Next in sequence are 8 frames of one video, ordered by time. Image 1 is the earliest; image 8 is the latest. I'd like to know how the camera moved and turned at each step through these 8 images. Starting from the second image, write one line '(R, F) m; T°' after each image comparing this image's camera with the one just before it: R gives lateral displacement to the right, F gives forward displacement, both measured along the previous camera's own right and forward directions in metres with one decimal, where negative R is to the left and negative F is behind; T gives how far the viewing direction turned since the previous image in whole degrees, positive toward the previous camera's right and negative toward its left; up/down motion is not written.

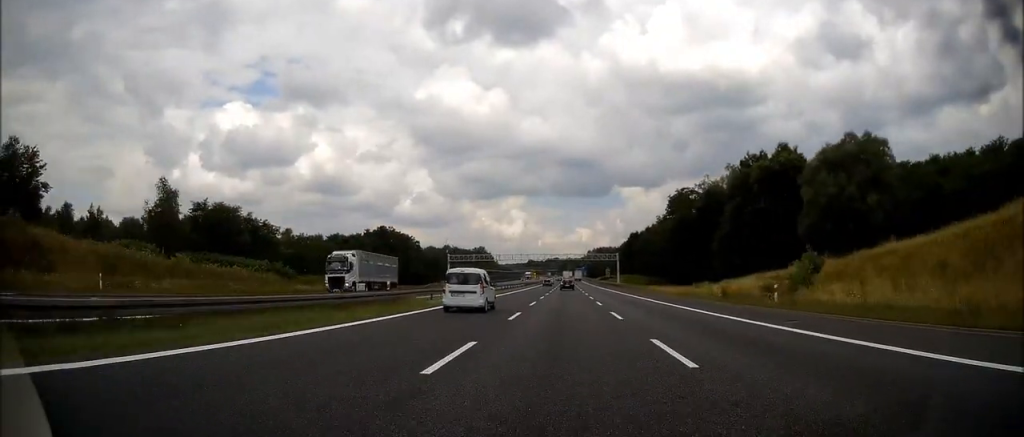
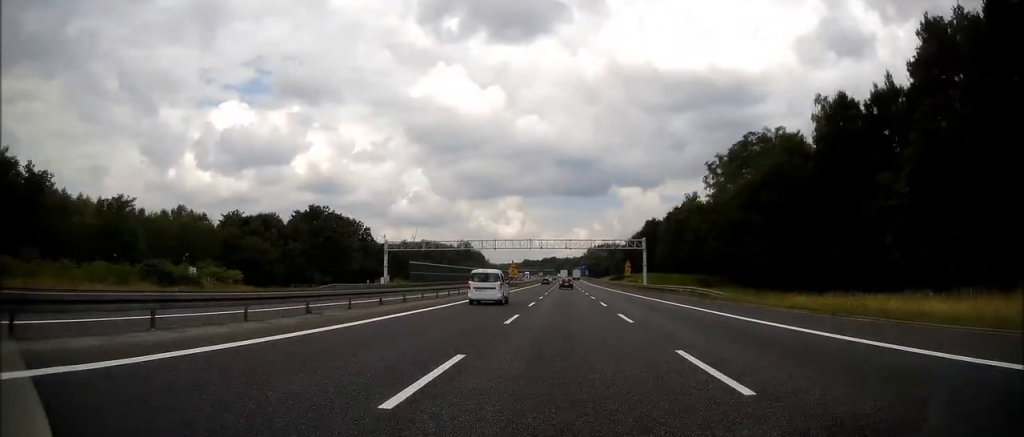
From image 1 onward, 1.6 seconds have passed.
(-0.2, +50.6) m; 0°
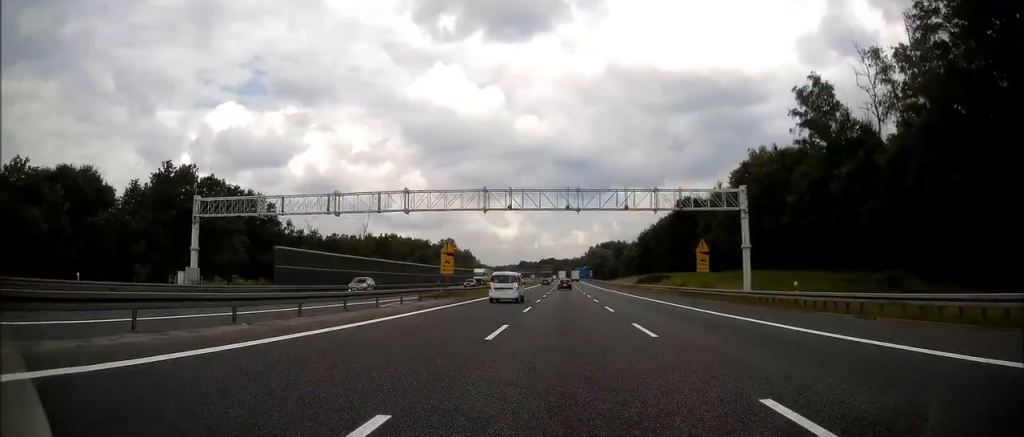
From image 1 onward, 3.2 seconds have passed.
(+0.3, +53.0) m; 0°
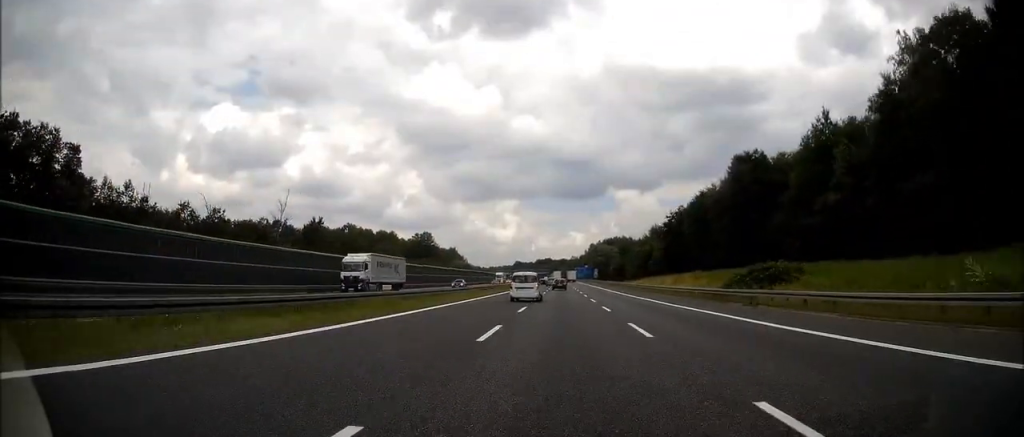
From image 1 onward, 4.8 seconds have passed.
(-0.2, +48.7) m; 0°
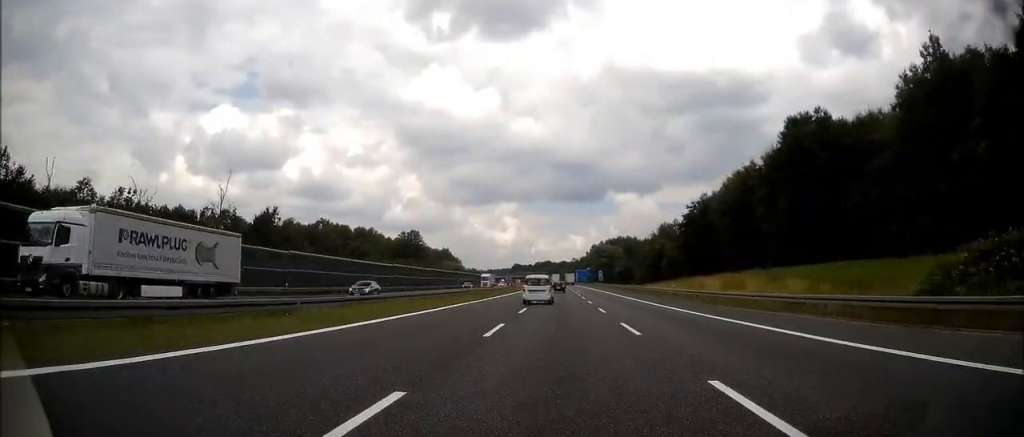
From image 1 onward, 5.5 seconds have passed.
(+0.1, +22.4) m; 0°
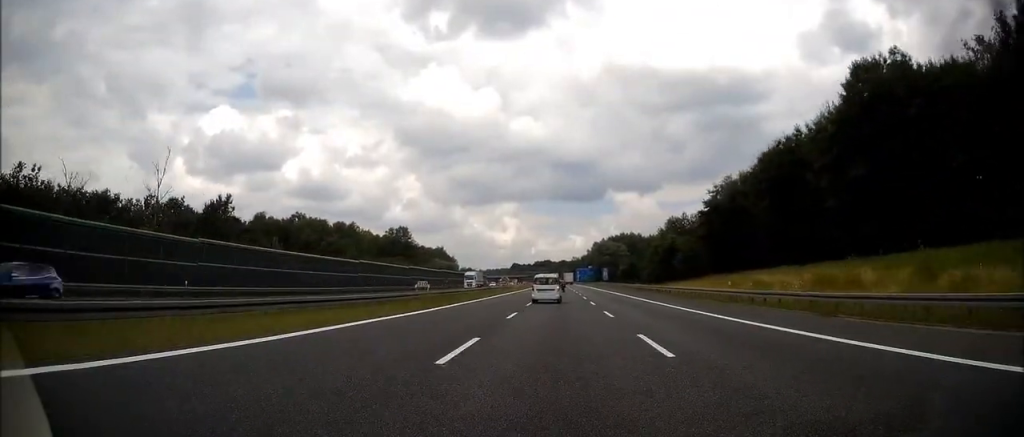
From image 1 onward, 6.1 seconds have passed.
(0.0, +17.2) m; 0°
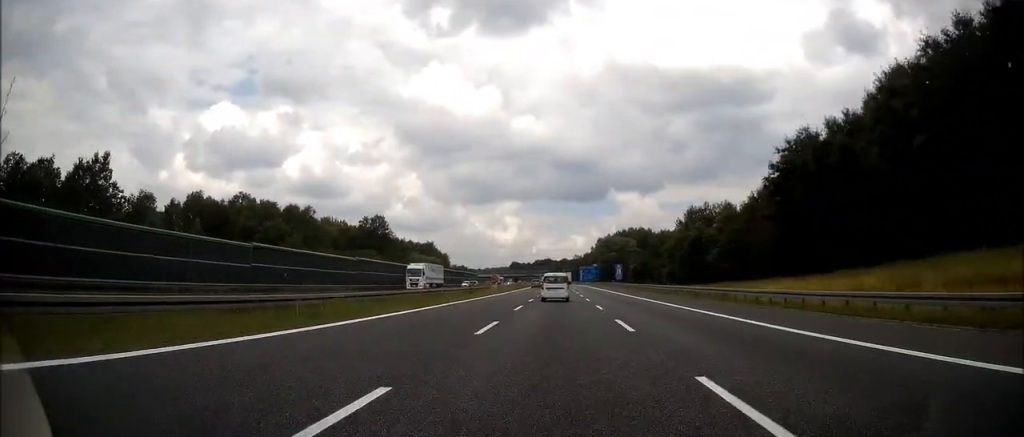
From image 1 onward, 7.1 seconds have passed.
(-0.2, +31.0) m; 0°
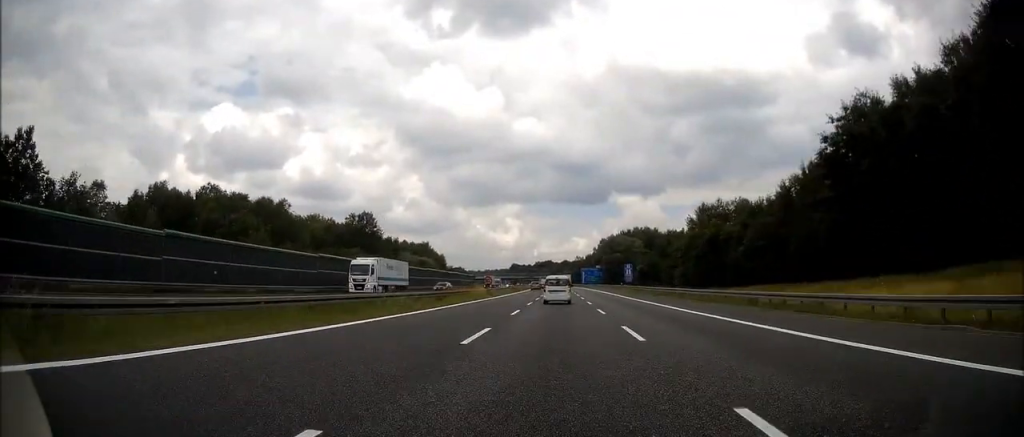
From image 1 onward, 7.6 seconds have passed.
(0.0, +13.9) m; 0°
